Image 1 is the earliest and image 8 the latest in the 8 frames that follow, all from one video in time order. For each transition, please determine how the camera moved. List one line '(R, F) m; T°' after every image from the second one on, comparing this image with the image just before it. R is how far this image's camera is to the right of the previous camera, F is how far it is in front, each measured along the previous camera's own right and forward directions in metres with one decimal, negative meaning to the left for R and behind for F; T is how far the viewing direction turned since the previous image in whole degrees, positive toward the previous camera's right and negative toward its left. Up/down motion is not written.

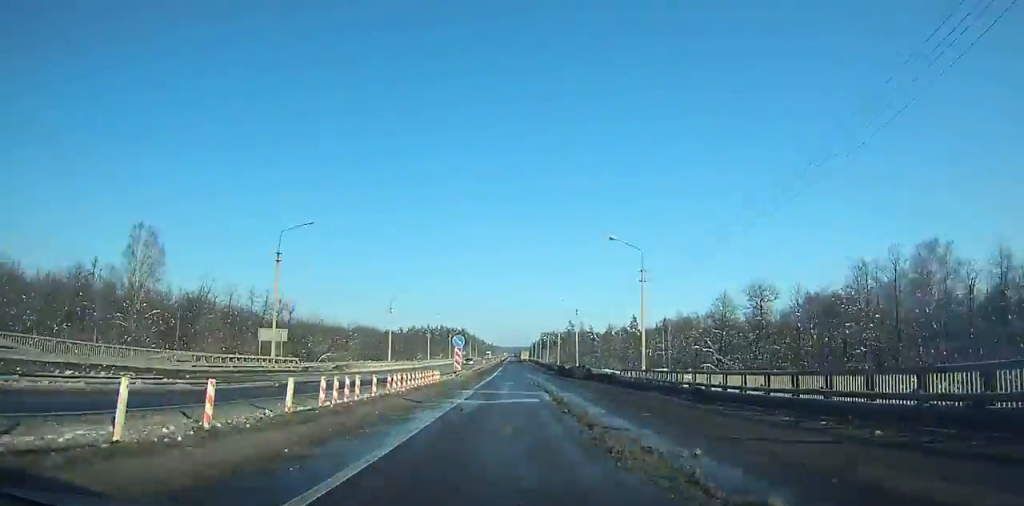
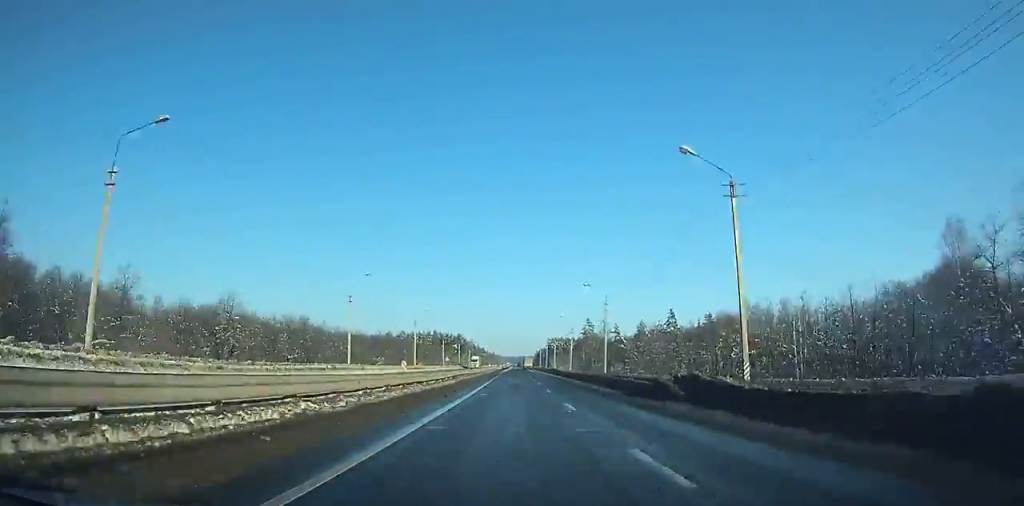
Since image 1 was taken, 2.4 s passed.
(-5.3, +63.1) m; -2°
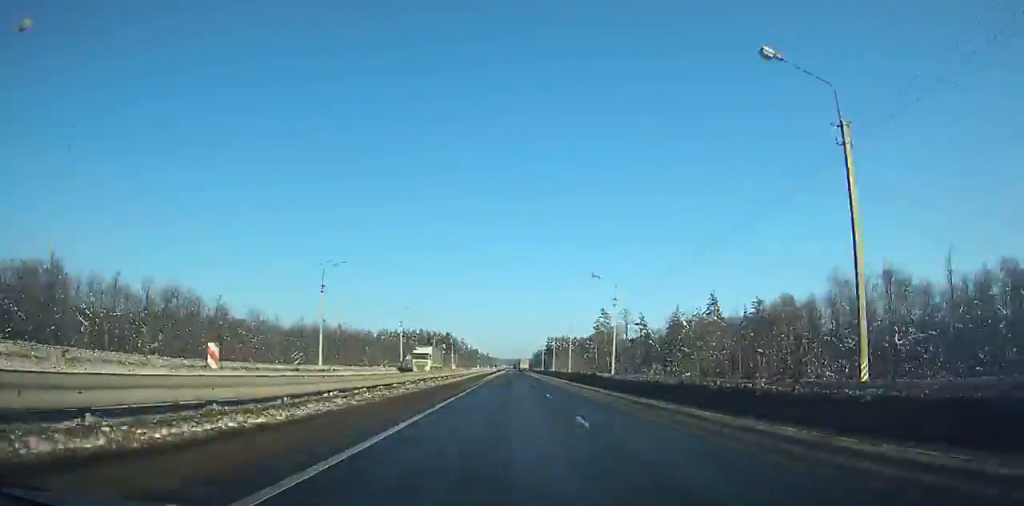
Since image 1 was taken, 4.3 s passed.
(+1.7, +49.9) m; +1°
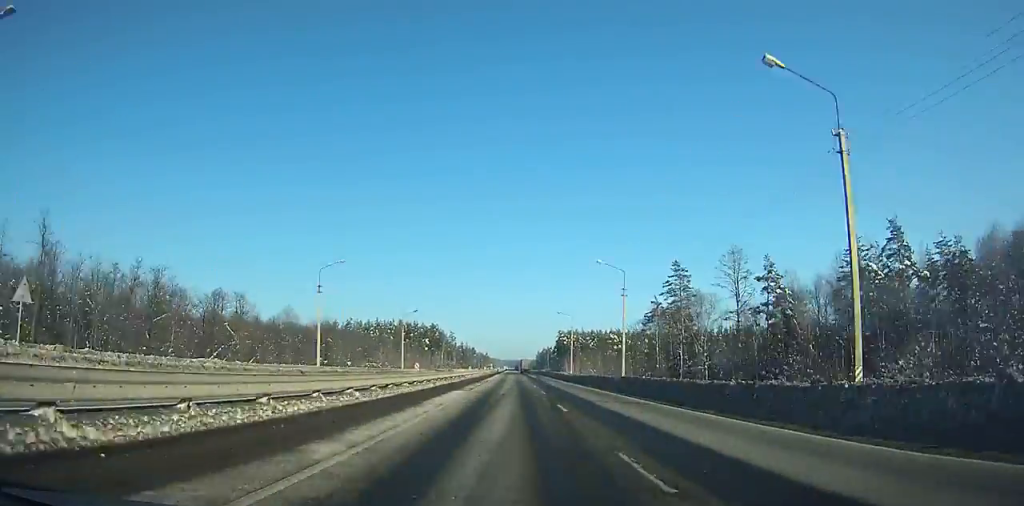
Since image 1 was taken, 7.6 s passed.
(+1.6, +87.3) m; +1°
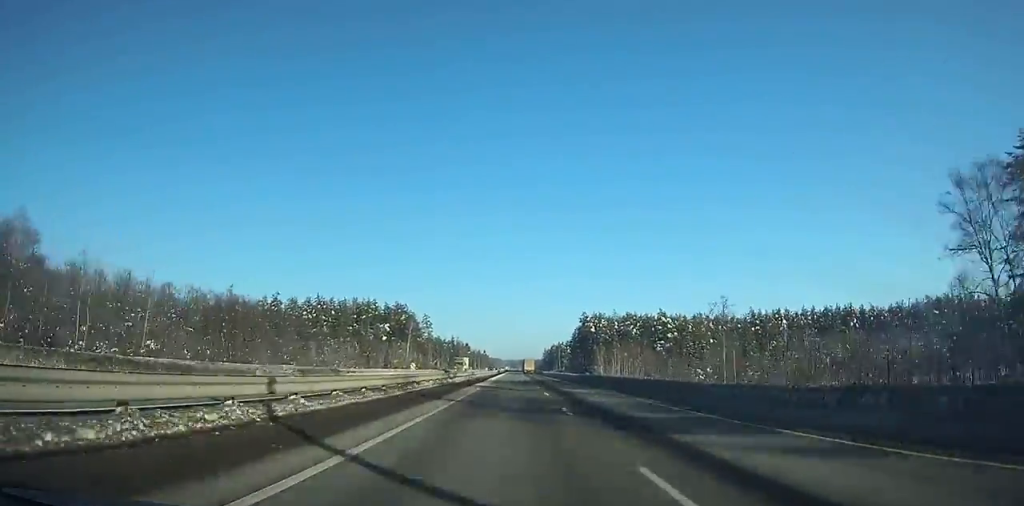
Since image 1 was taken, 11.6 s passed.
(-0.6, +109.3) m; 0°
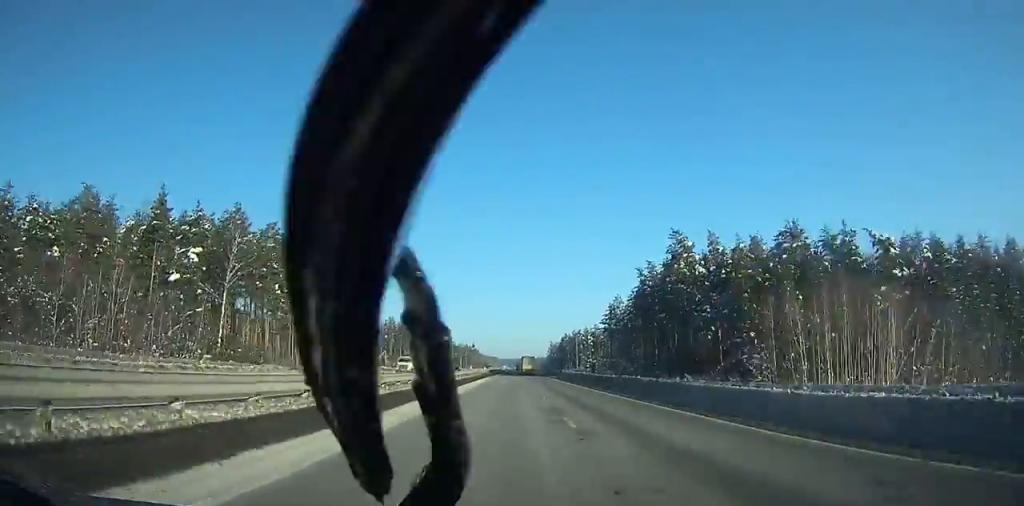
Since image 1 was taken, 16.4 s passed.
(+1.2, +137.2) m; 0°
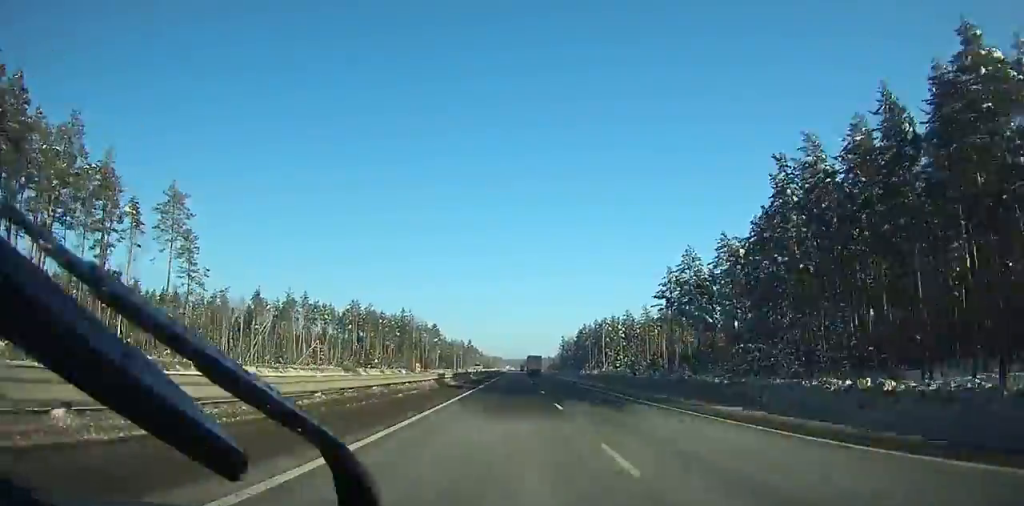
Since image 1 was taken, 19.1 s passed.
(-0.5, +77.2) m; 0°
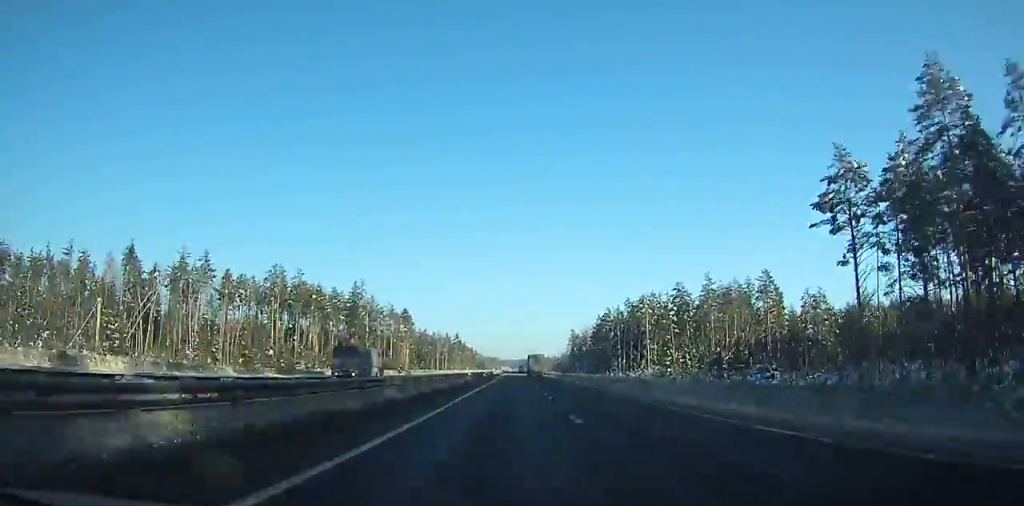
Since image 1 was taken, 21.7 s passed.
(-0.3, +72.8) m; 0°
